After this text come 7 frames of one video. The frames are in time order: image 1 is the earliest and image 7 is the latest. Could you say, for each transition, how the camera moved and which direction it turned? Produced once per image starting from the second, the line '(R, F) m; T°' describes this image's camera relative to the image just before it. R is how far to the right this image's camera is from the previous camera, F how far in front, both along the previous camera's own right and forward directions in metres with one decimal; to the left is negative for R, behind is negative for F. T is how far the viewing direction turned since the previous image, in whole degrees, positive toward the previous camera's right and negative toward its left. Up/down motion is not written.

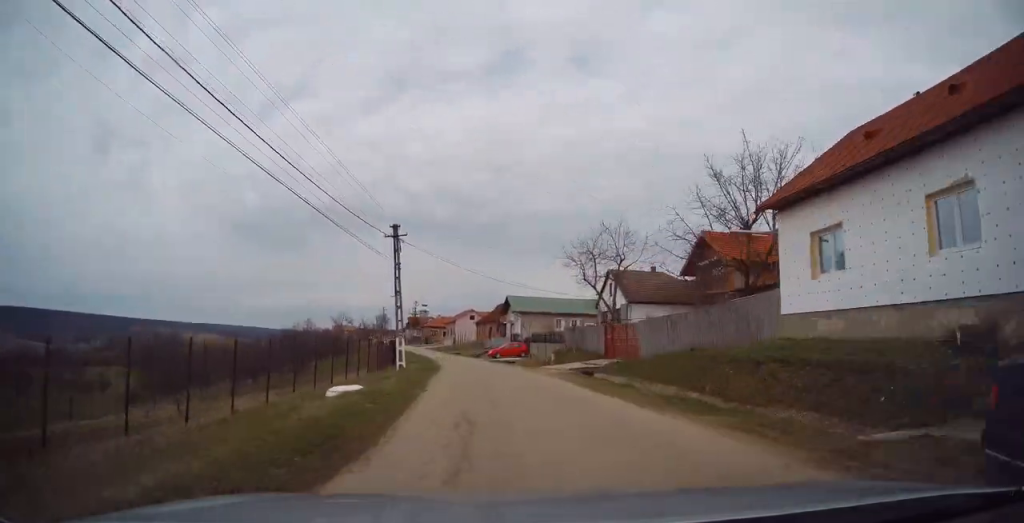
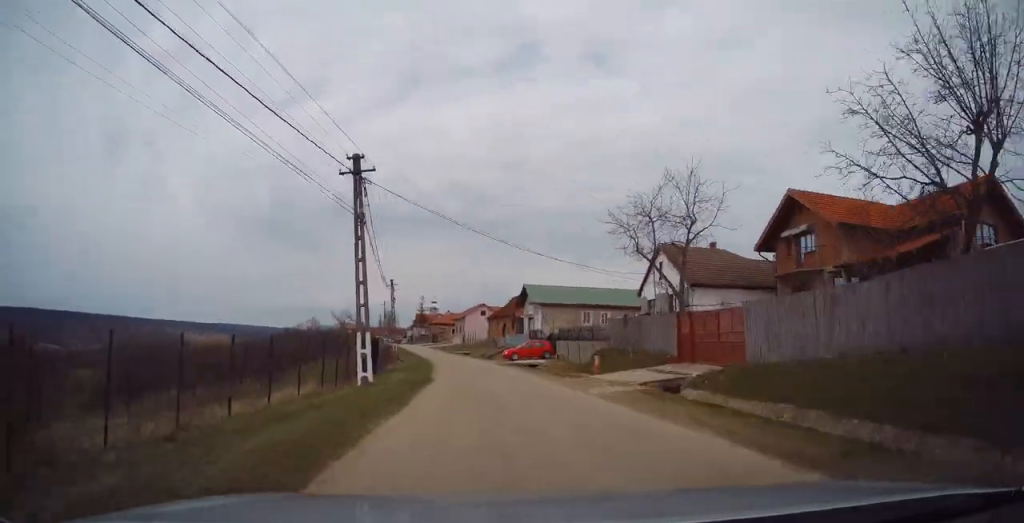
(0.0, +11.0) m; -1°
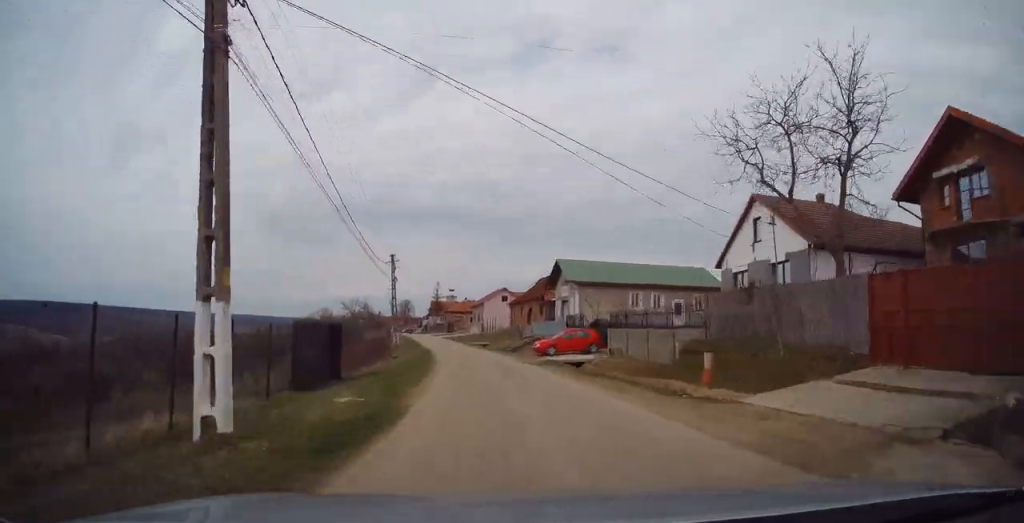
(-0.1, +11.3) m; -2°
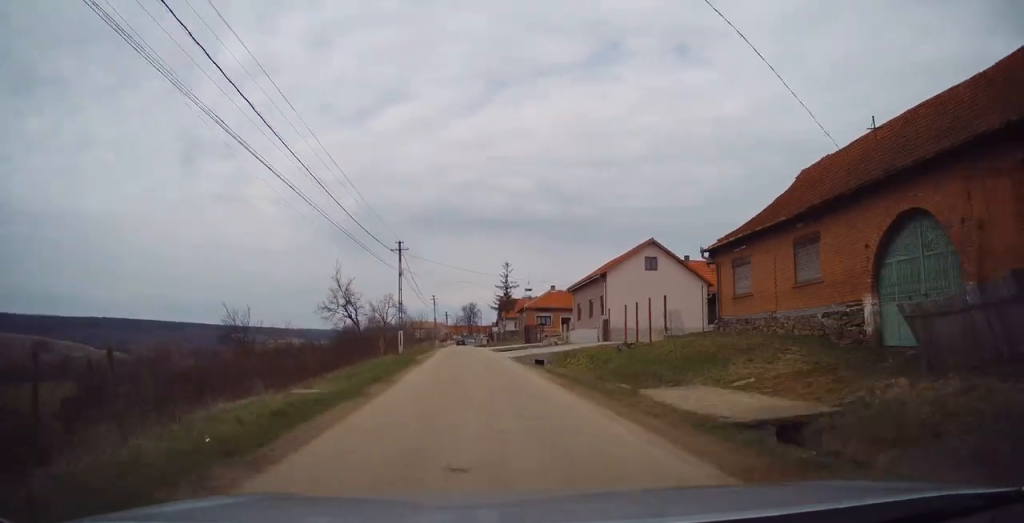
(-3.0, +47.6) m; -7°
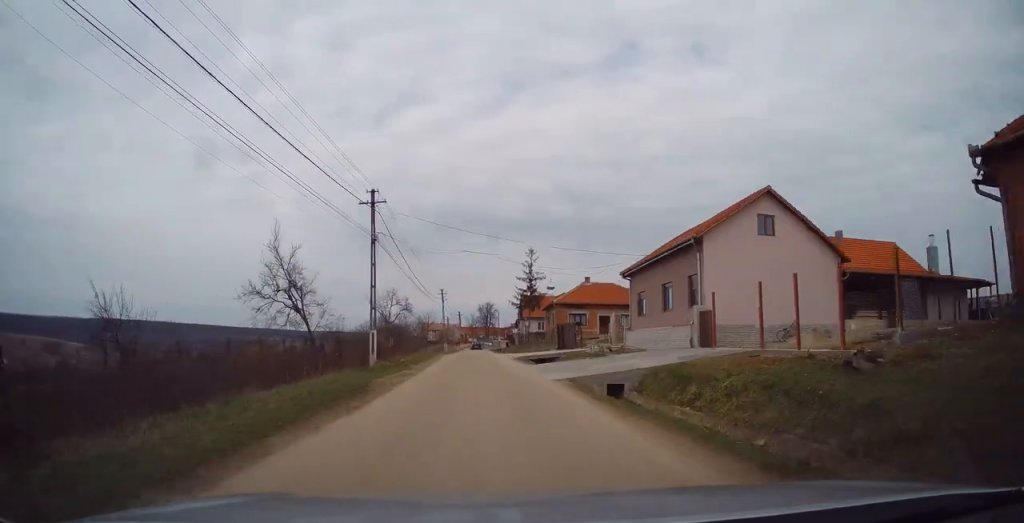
(-0.5, +14.6) m; -3°
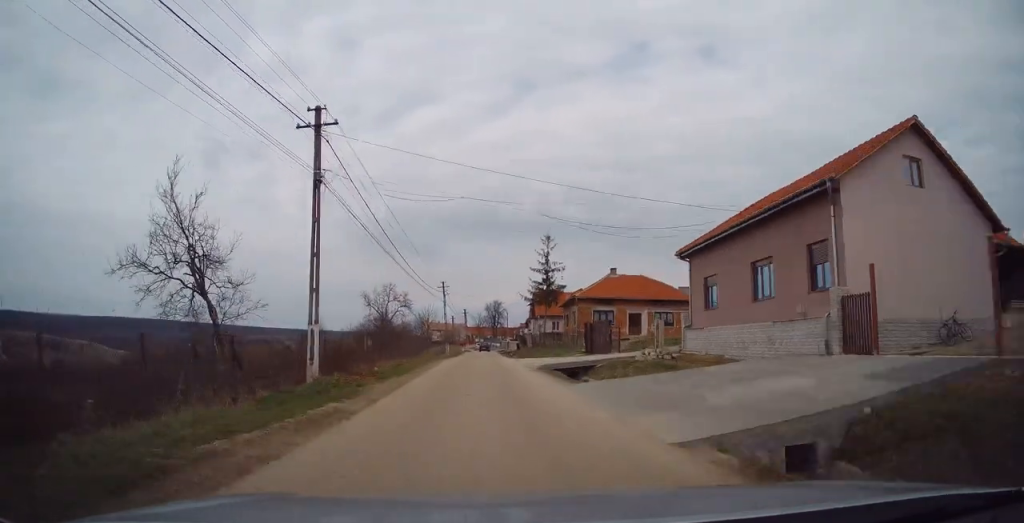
(-0.2, +9.6) m; -1°
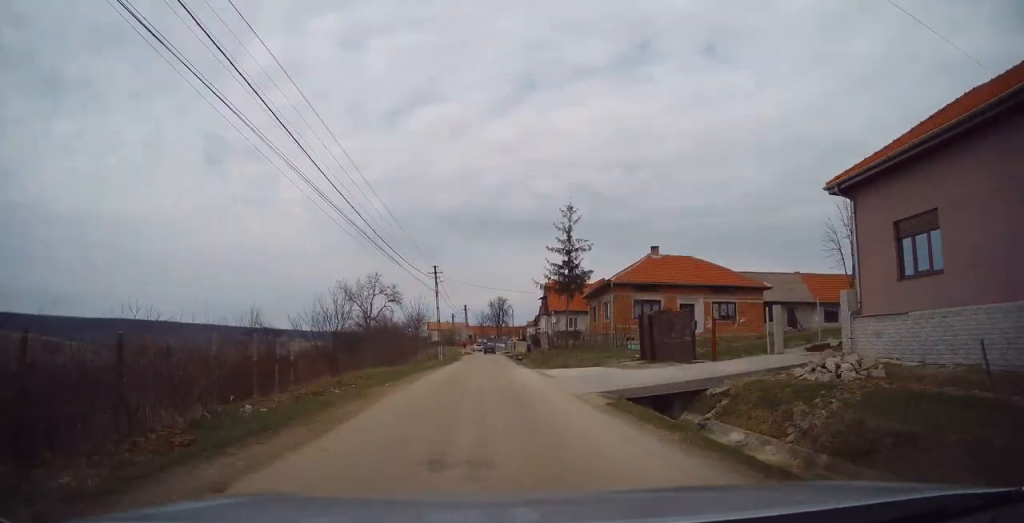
(-0.3, +13.1) m; 0°
